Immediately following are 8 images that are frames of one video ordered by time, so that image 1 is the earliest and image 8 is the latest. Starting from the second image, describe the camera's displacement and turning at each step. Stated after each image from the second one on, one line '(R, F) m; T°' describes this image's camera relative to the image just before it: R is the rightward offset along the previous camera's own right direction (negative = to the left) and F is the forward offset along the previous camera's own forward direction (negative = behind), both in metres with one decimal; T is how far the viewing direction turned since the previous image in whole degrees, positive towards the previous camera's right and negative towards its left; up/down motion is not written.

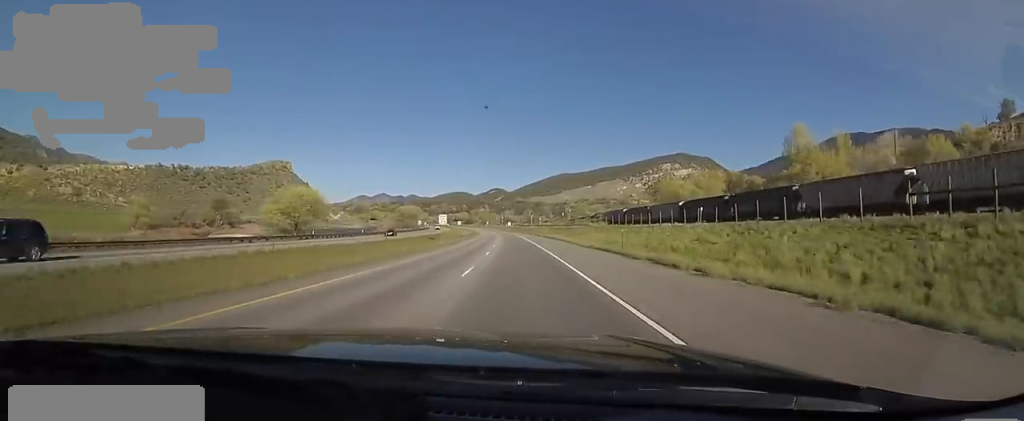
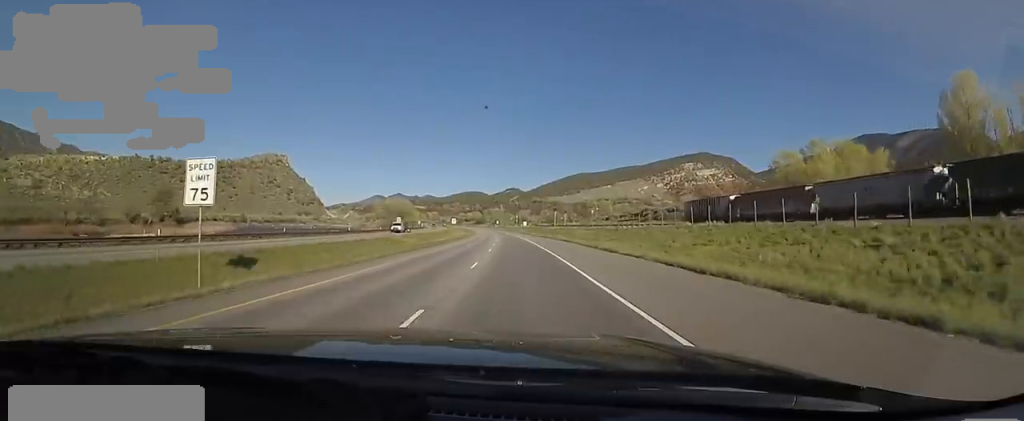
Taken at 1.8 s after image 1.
(-2.1, +57.6) m; -2°
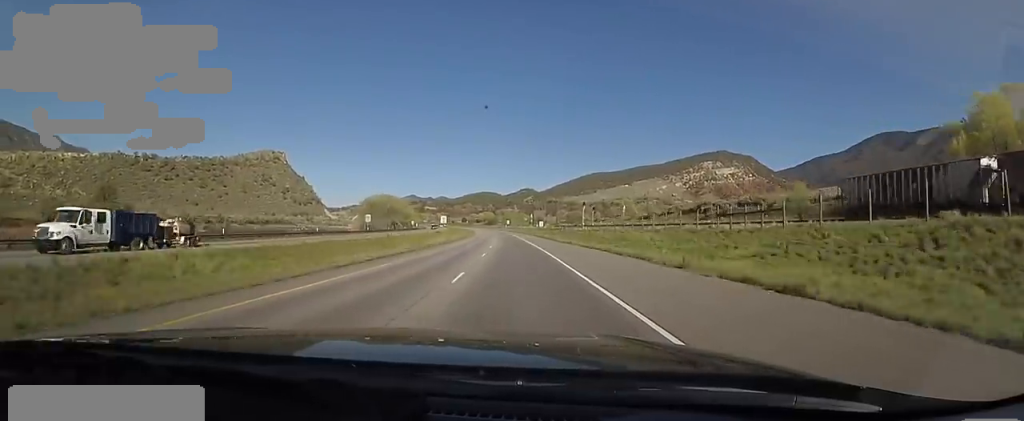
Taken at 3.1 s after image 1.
(+0.2, +40.9) m; 0°
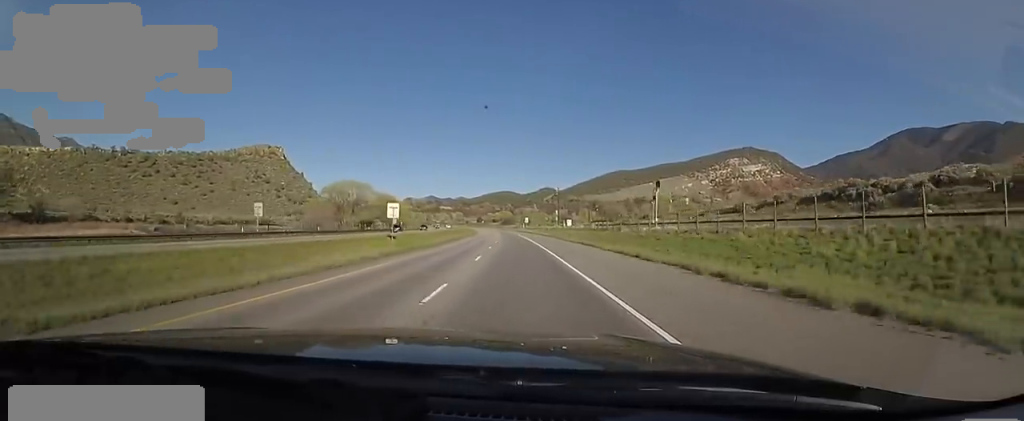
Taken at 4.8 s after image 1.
(-0.4, +51.9) m; -3°
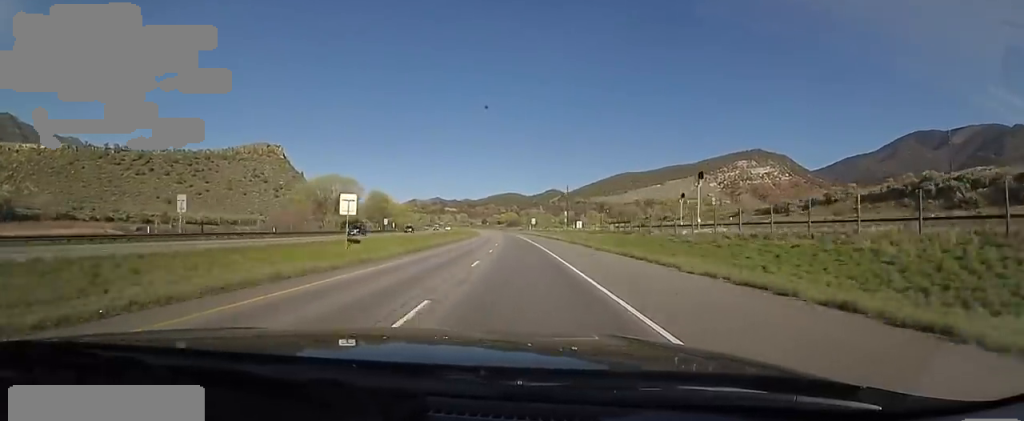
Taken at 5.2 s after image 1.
(-0.7, +14.7) m; 0°
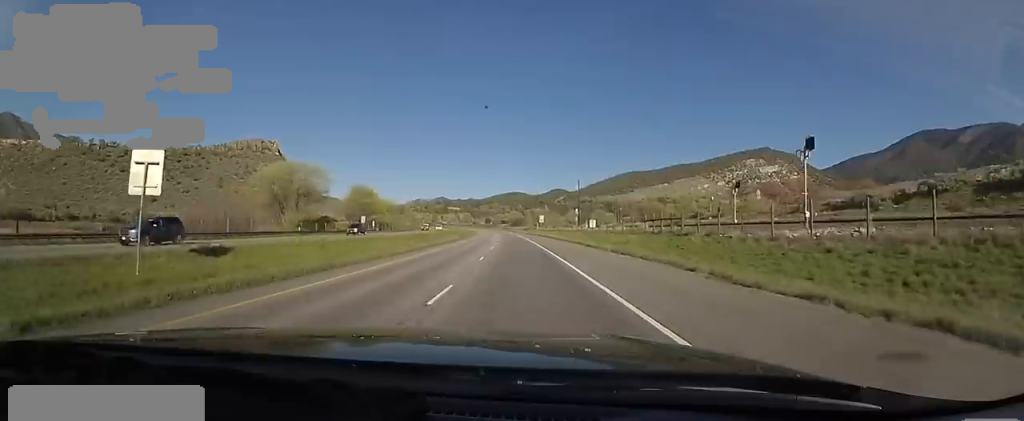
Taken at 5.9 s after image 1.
(-0.6, +21.1) m; 0°
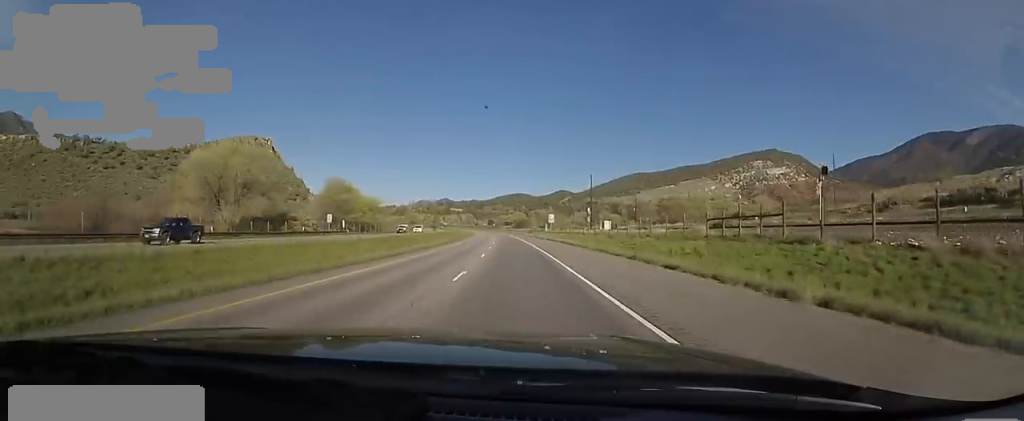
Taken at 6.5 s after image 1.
(+0.9, +19.8) m; 0°
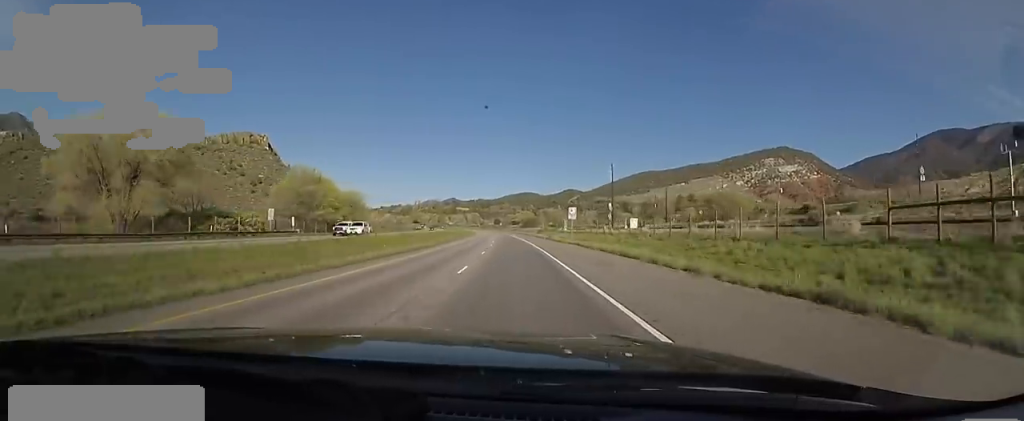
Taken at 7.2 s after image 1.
(-0.2, +21.7) m; -2°
